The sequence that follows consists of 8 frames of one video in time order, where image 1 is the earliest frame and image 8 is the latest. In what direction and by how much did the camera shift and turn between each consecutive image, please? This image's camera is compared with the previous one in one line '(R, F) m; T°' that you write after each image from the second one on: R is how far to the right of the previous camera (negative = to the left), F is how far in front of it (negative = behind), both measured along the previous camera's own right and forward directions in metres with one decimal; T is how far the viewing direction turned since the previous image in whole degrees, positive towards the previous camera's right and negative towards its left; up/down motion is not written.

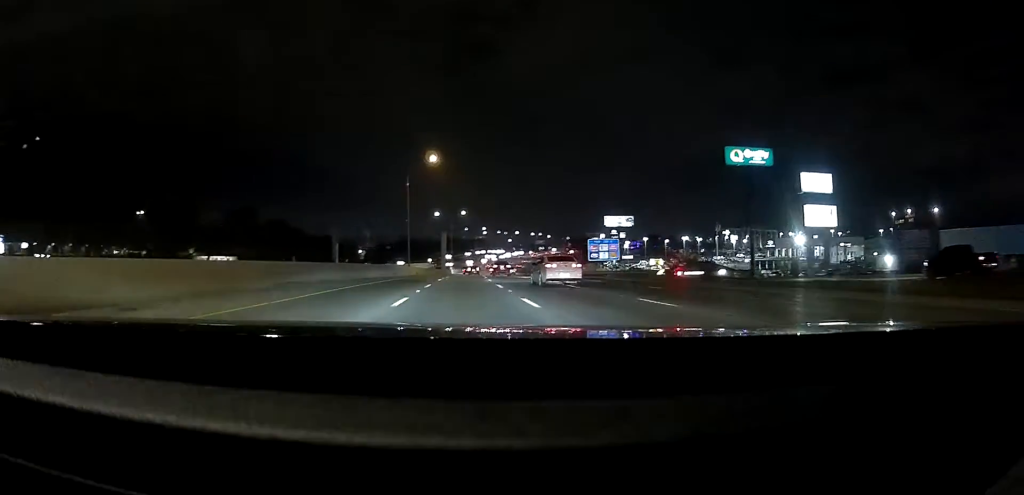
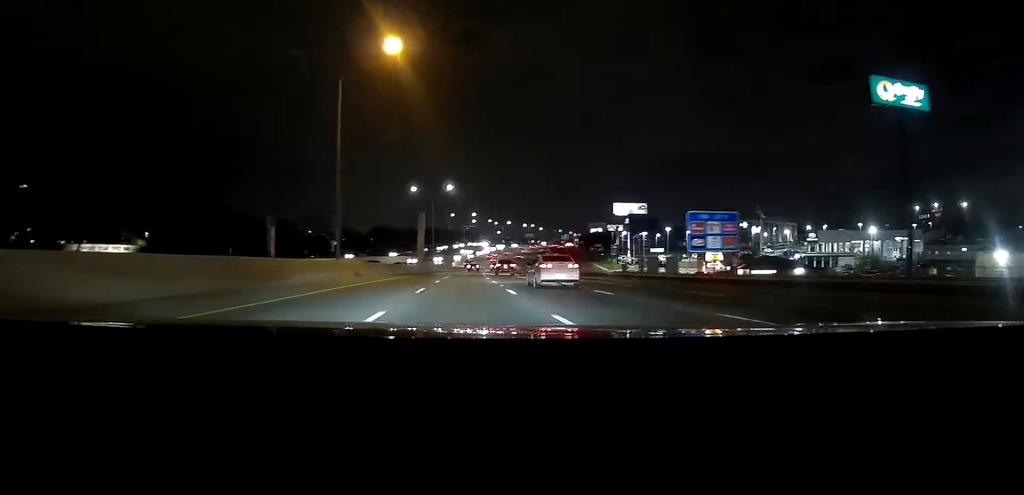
(0.0, +41.9) m; +1°
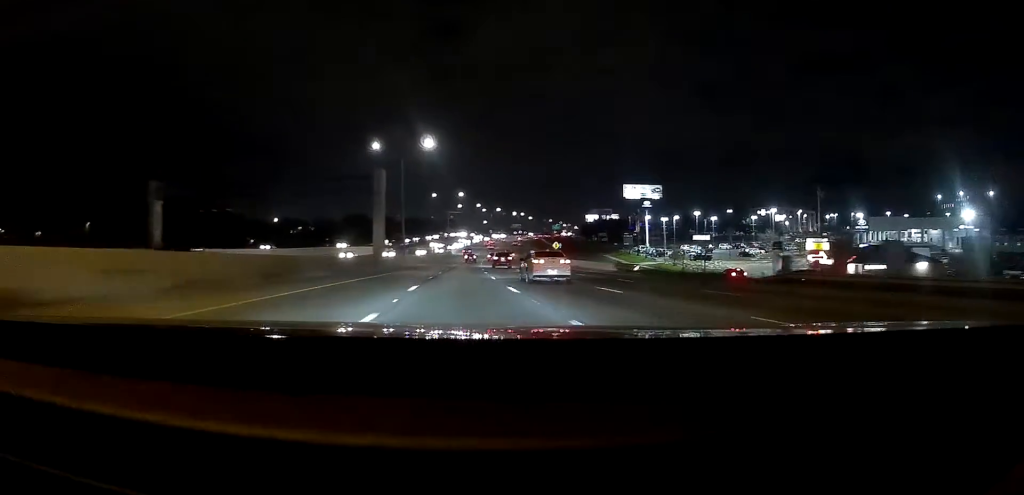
(+0.4, +38.0) m; +2°
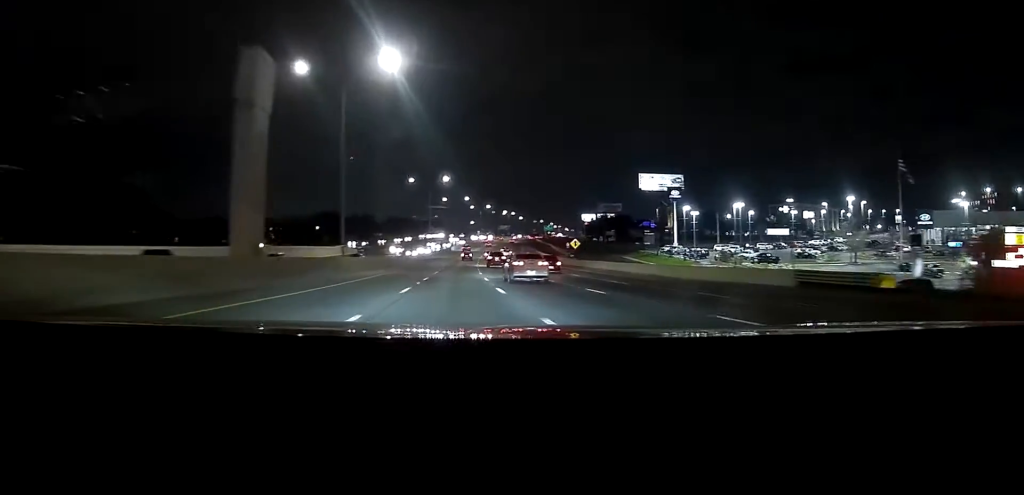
(+0.9, +36.8) m; +2°
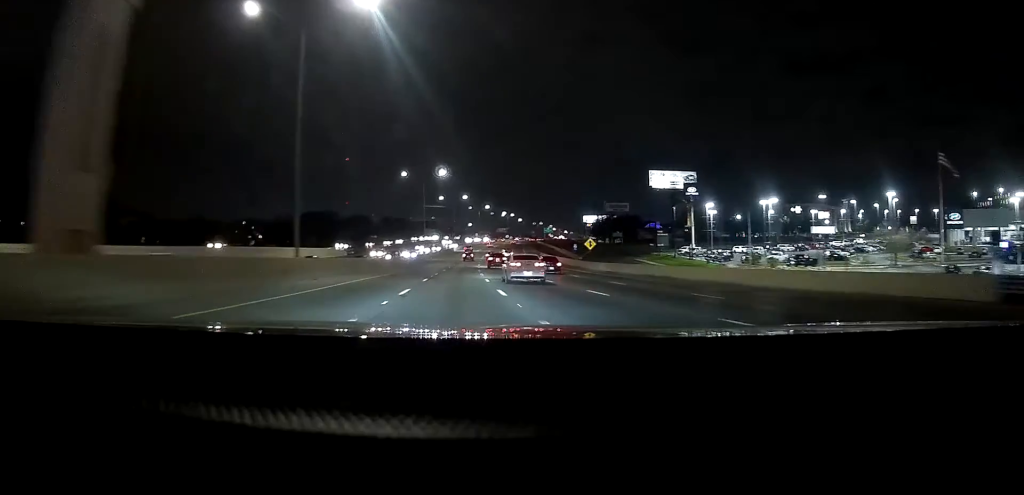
(+0.2, +13.1) m; 0°
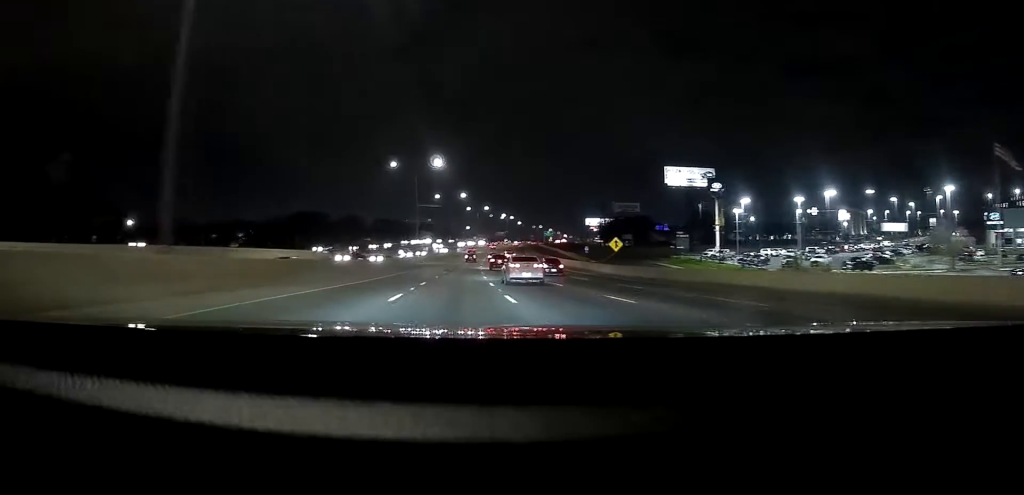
(0.0, +15.3) m; 0°
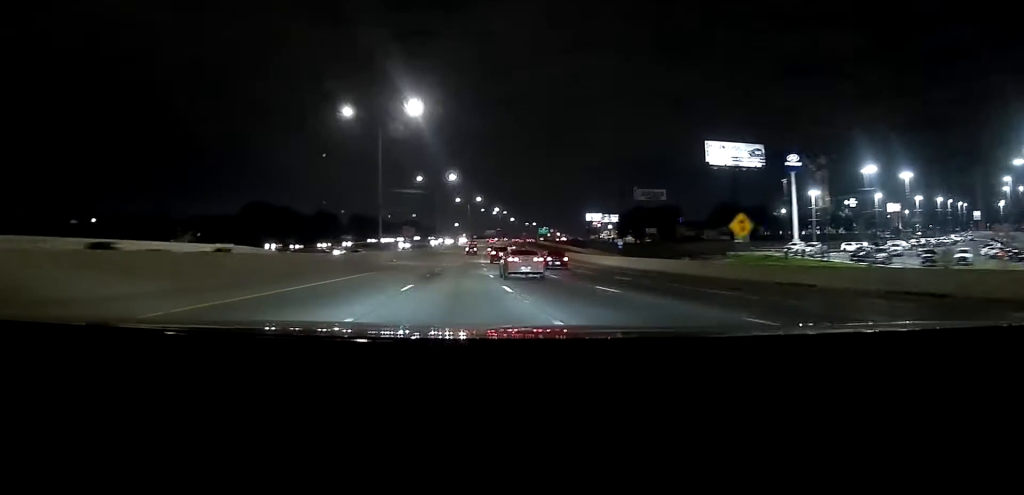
(+0.1, +33.1) m; +1°
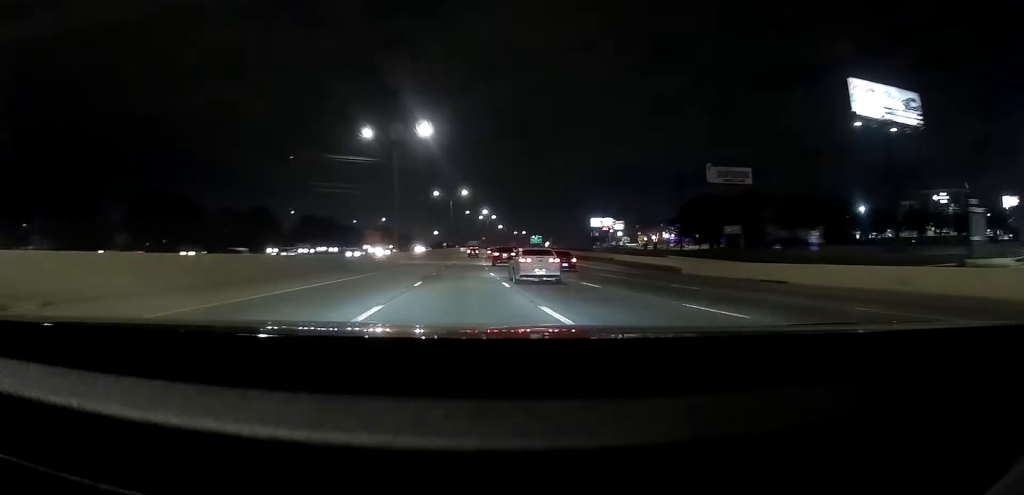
(+0.9, +55.9) m; +2°
